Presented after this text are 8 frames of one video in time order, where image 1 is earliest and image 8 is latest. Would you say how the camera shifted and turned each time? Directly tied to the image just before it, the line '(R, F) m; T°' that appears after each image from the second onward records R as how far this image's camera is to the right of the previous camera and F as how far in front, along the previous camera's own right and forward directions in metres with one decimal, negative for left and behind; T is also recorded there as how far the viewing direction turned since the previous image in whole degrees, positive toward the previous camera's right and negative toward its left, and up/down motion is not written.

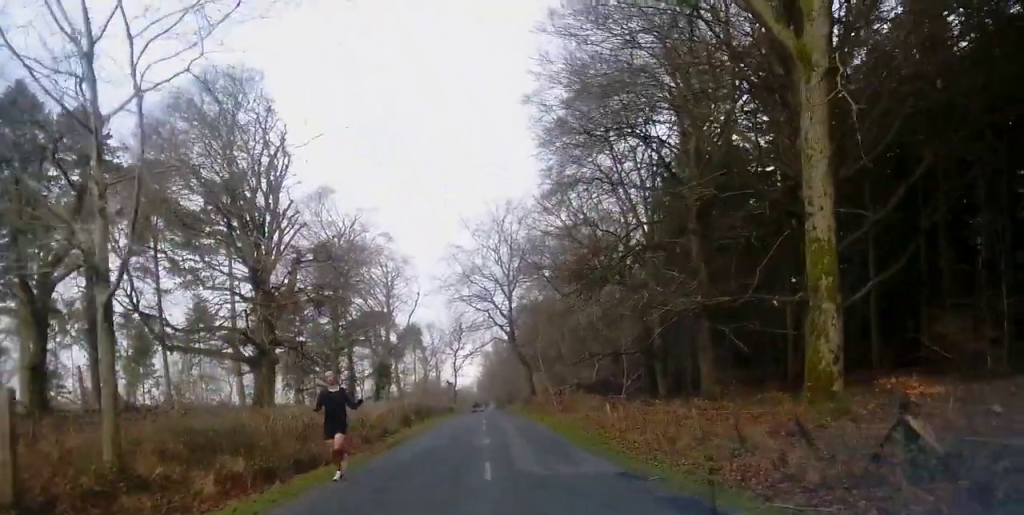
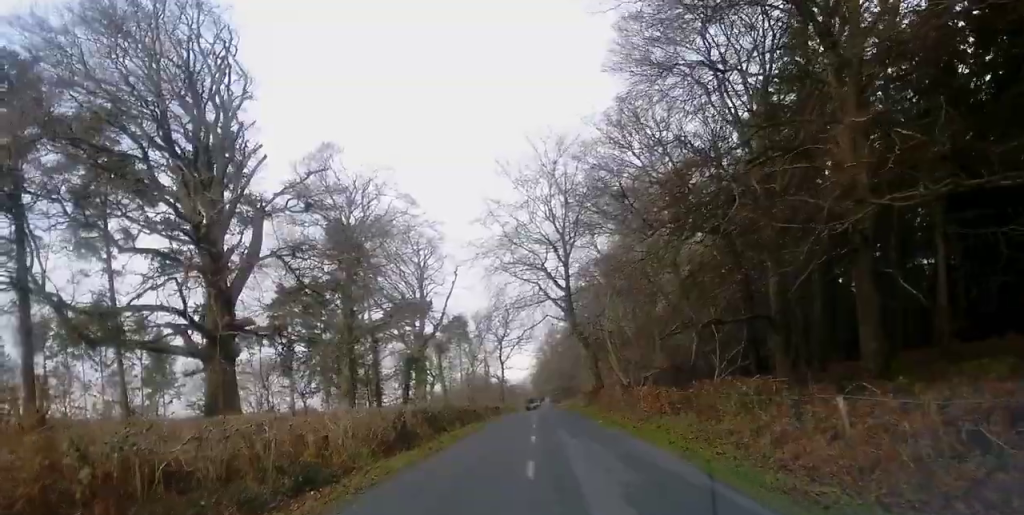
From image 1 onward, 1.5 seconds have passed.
(-0.2, +17.0) m; -3°
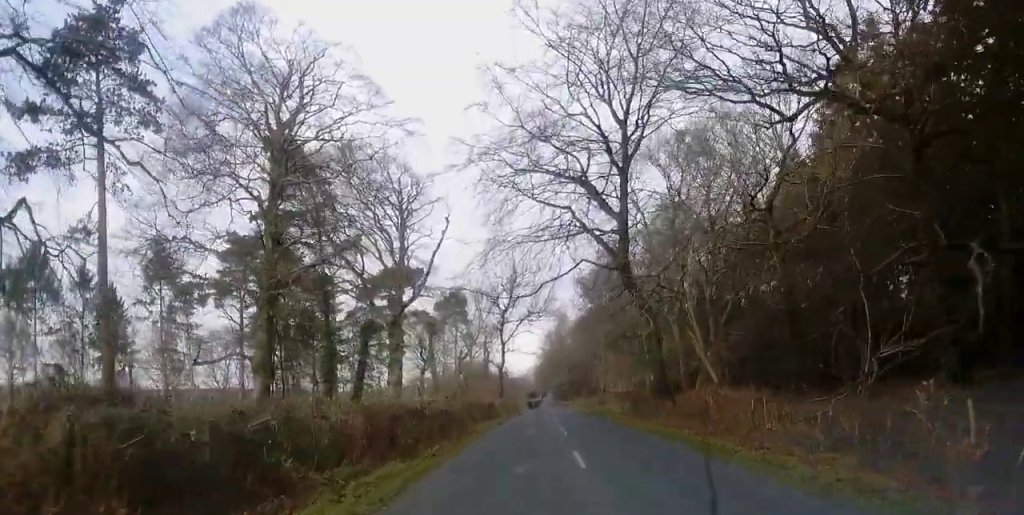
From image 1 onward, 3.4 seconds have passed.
(-1.3, +24.0) m; -3°
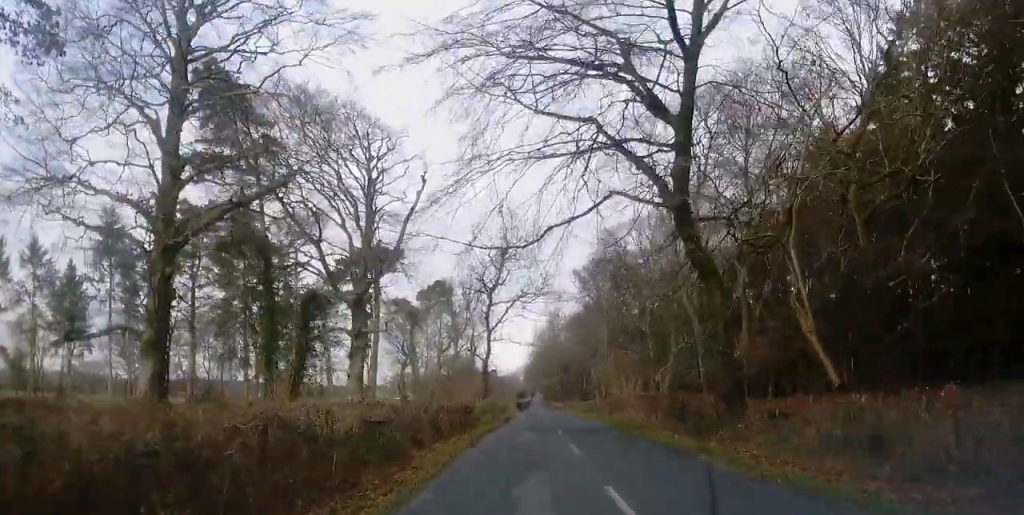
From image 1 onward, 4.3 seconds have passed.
(+0.4, +13.1) m; +1°
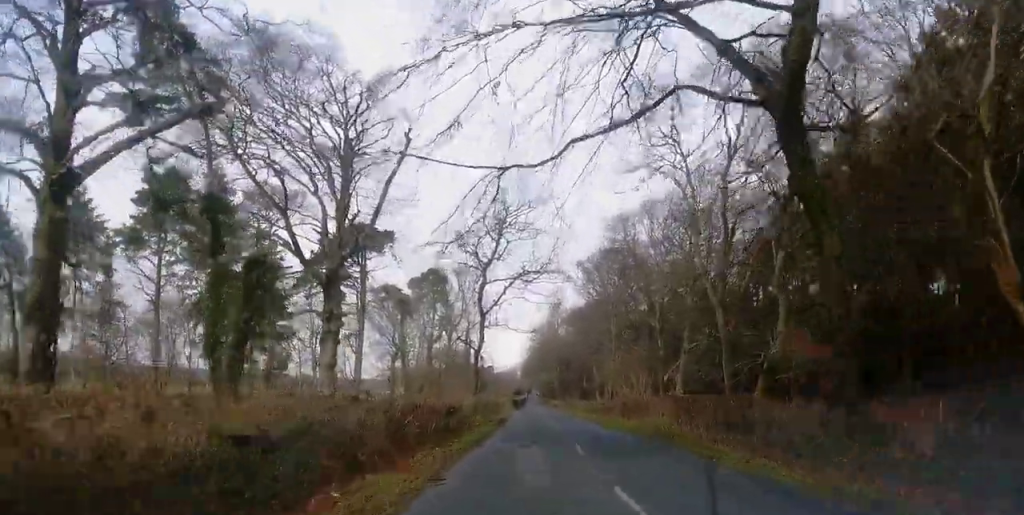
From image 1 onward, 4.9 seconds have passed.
(0.0, +8.7) m; 0°
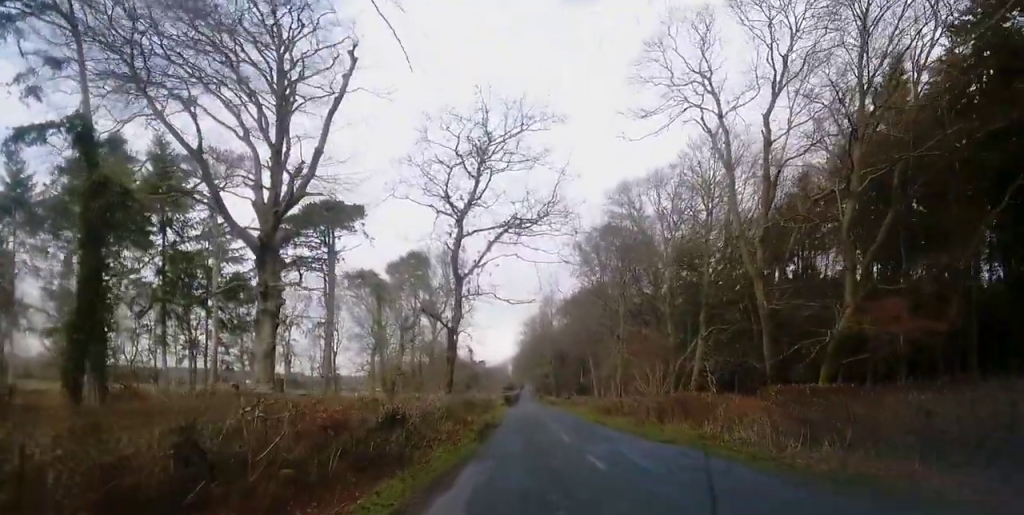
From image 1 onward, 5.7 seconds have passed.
(-0.2, +12.1) m; 0°
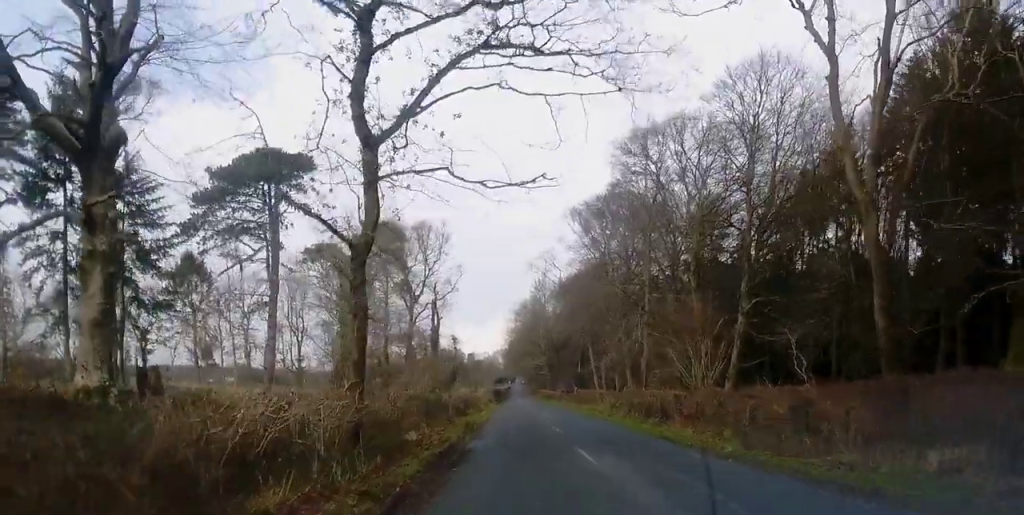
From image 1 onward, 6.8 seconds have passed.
(+0.5, +17.5) m; +2°
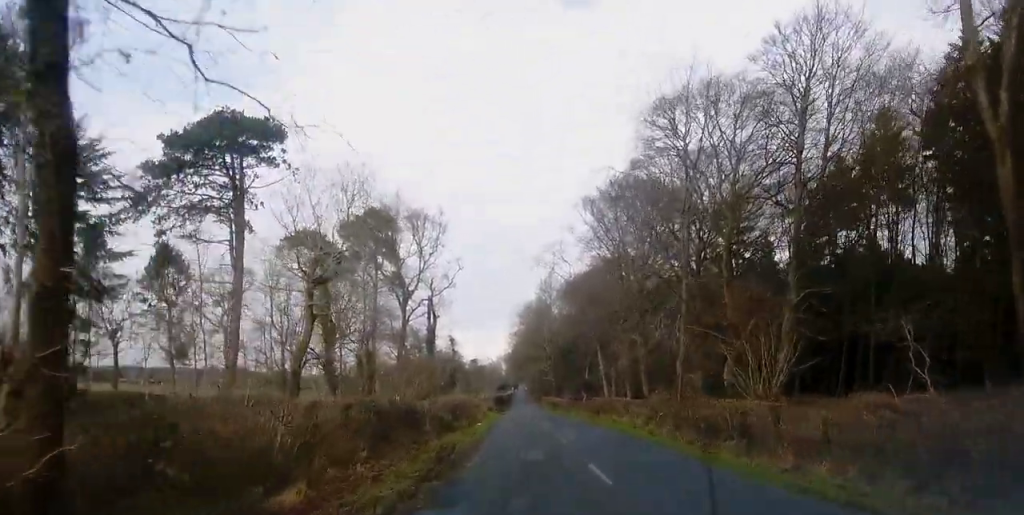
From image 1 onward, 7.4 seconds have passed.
(+0.2, +10.1) m; 0°
